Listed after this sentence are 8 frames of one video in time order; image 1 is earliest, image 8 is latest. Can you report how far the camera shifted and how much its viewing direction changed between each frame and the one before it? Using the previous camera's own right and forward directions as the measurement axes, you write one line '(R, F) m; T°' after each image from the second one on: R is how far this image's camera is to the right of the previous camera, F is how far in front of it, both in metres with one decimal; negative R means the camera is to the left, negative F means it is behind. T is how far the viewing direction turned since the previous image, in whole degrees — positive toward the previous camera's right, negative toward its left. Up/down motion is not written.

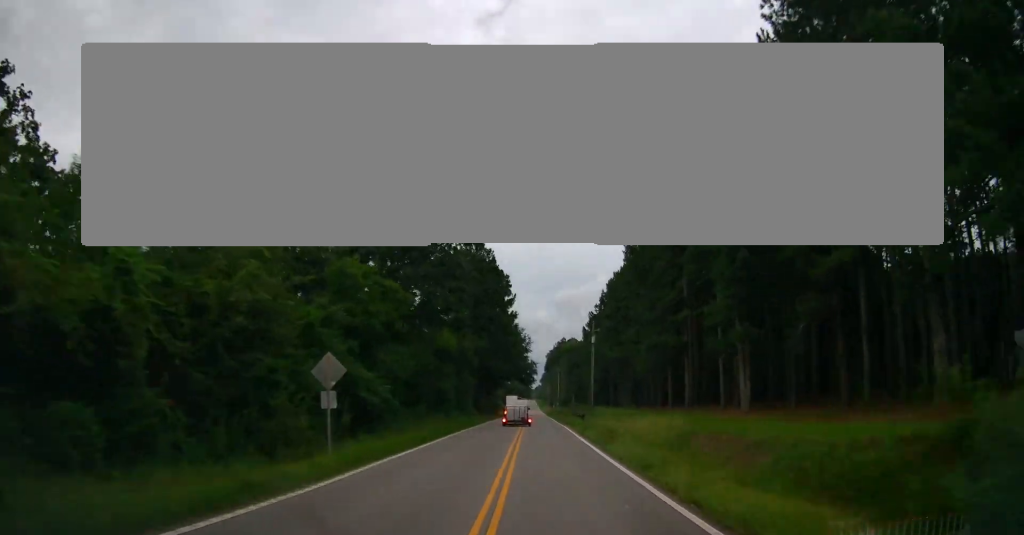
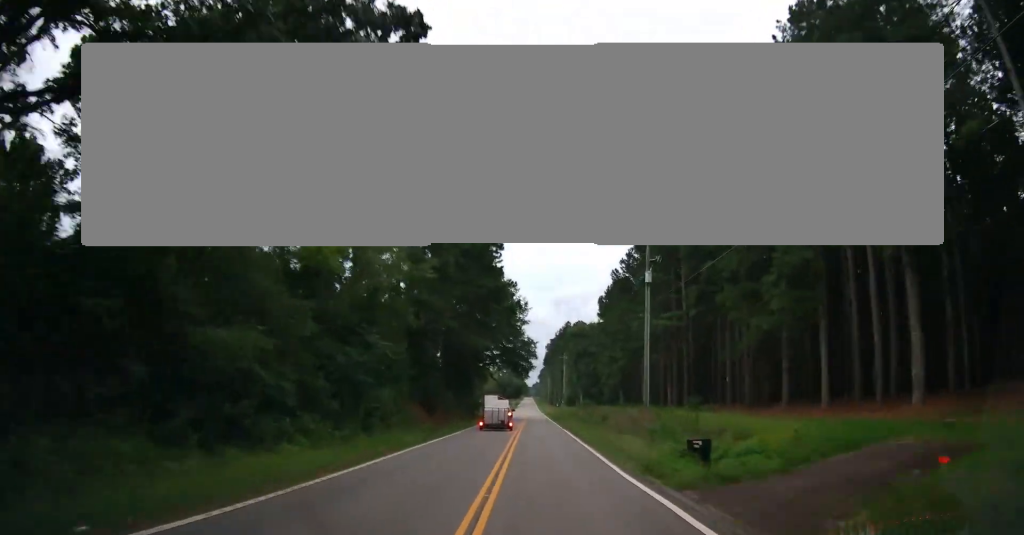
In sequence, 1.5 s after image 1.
(-0.5, +33.8) m; -1°
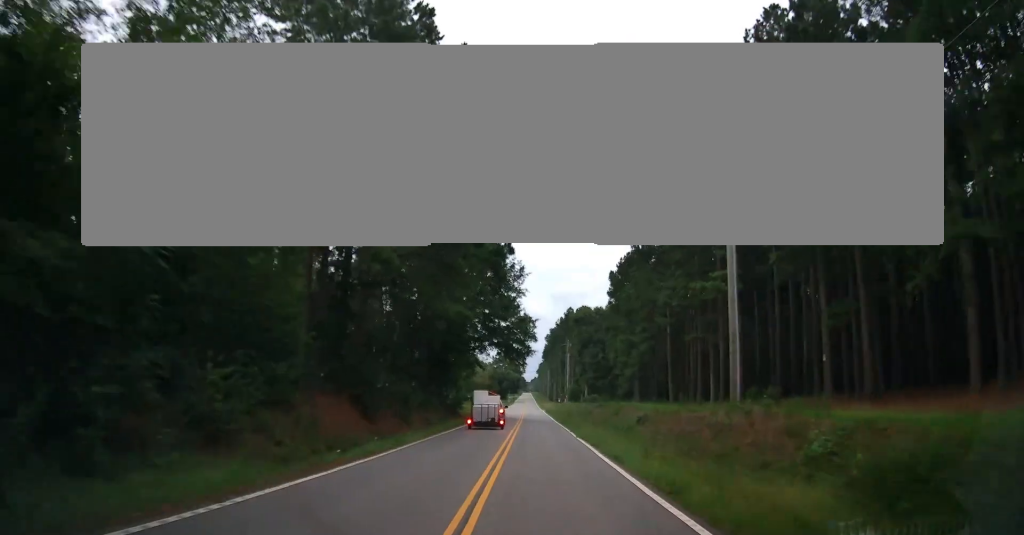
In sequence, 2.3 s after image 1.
(+0.1, +15.9) m; 0°
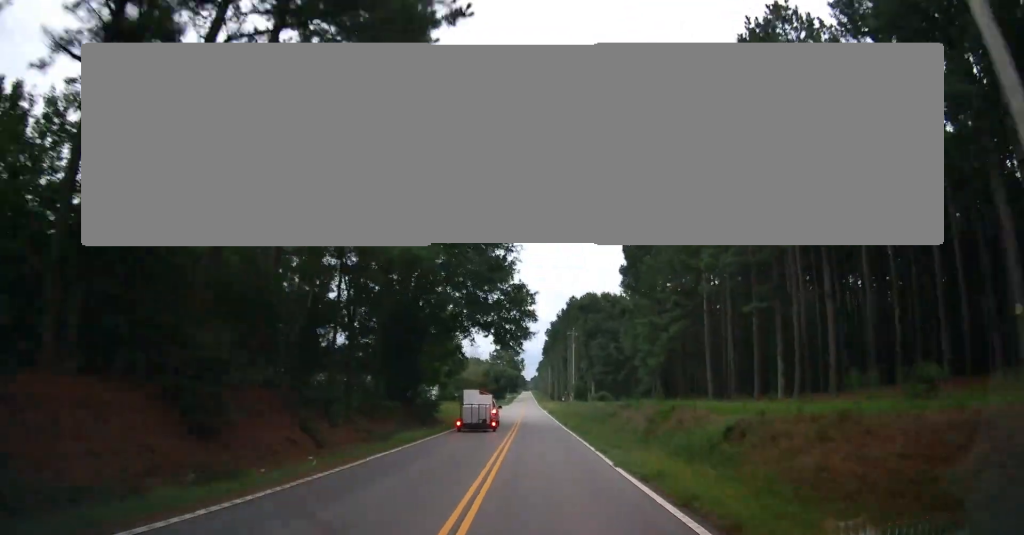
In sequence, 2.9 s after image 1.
(0.0, +13.9) m; 0°
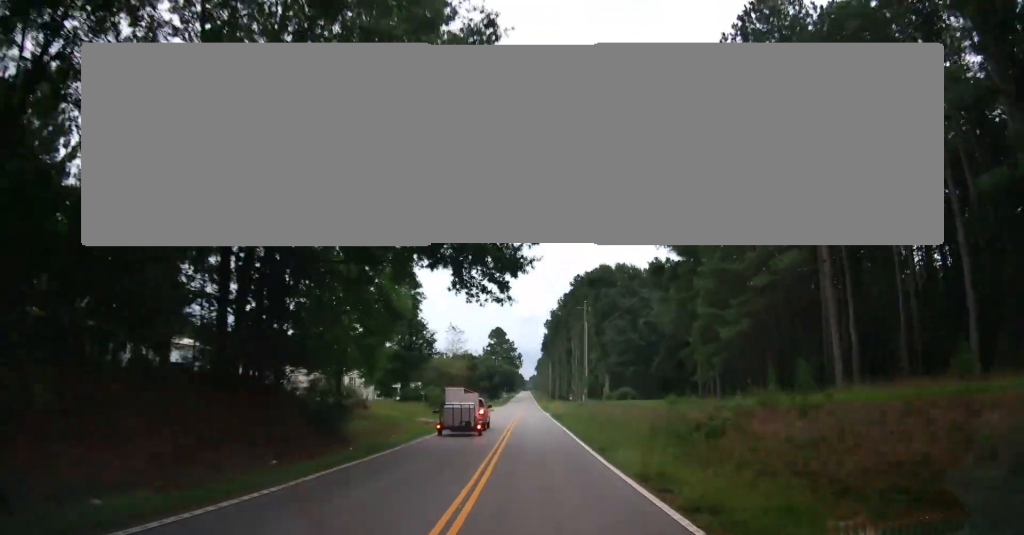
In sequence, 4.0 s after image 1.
(0.0, +21.6) m; +1°
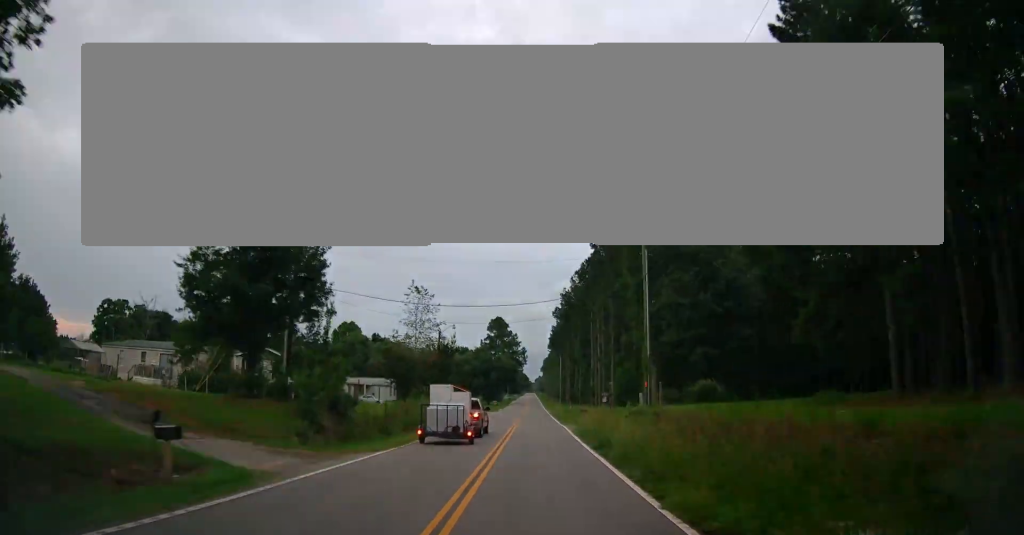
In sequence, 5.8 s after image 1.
(+0.6, +29.5) m; +1°
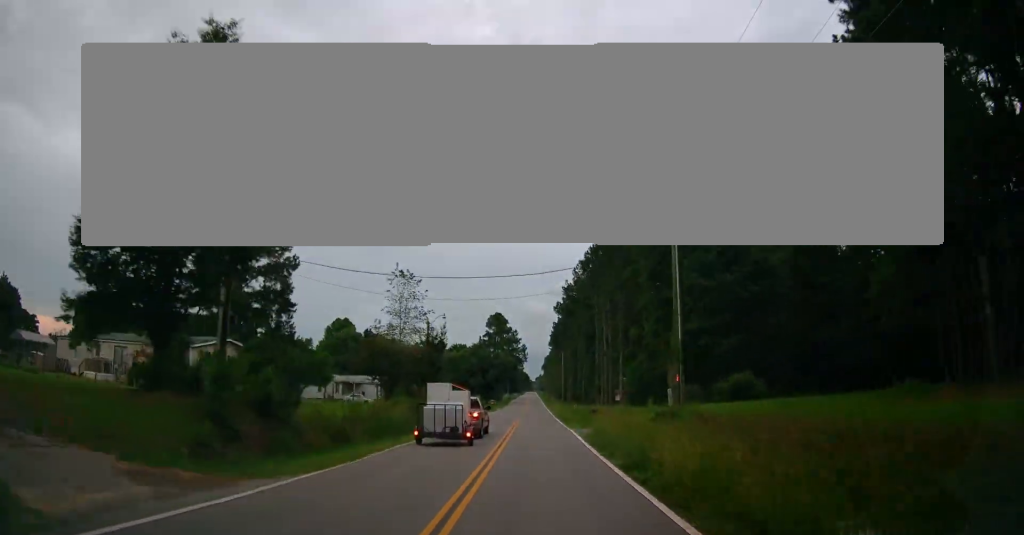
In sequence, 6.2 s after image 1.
(0.0, +6.8) m; 0°
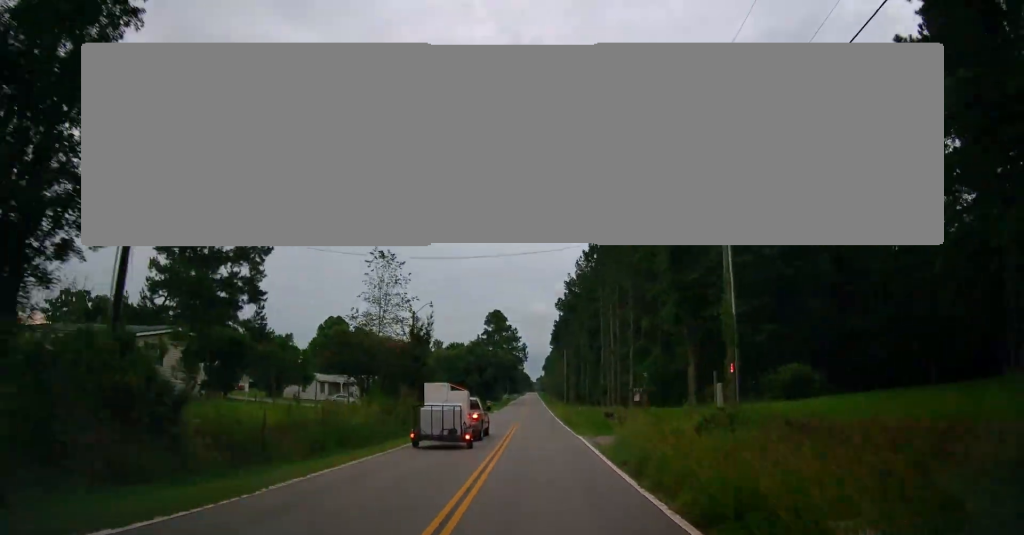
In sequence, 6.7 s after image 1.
(-0.1, +6.5) m; 0°
